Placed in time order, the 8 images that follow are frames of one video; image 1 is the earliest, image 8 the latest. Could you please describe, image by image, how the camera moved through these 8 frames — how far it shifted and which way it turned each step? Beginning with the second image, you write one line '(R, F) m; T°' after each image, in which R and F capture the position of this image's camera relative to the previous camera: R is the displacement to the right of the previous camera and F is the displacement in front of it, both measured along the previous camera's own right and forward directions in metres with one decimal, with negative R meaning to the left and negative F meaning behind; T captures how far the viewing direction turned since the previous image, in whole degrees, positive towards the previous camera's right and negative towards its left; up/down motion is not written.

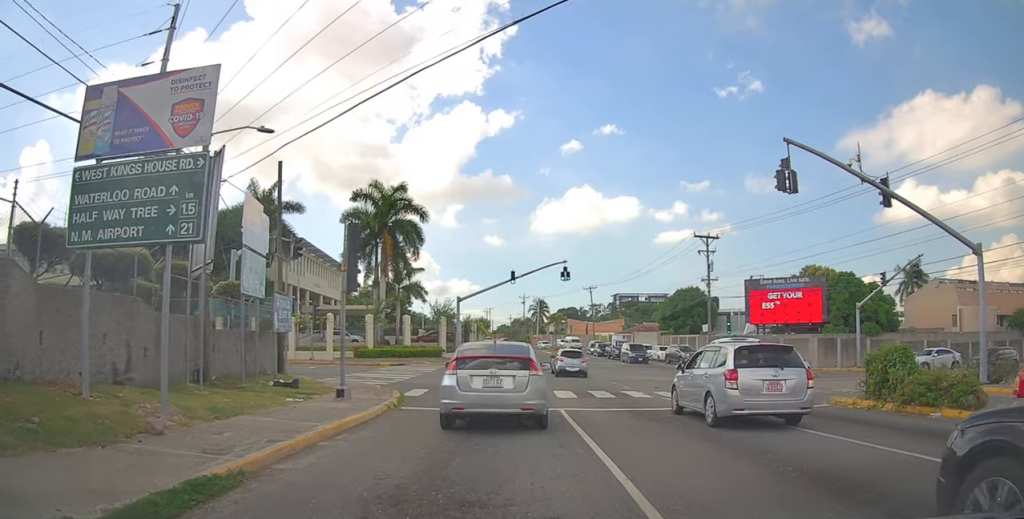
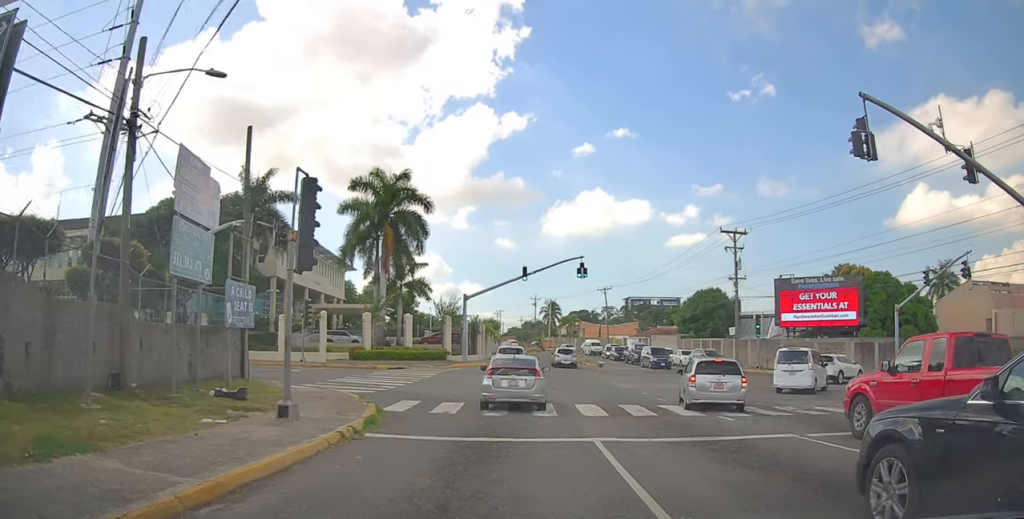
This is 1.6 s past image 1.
(-0.1, +2.8) m; -3°
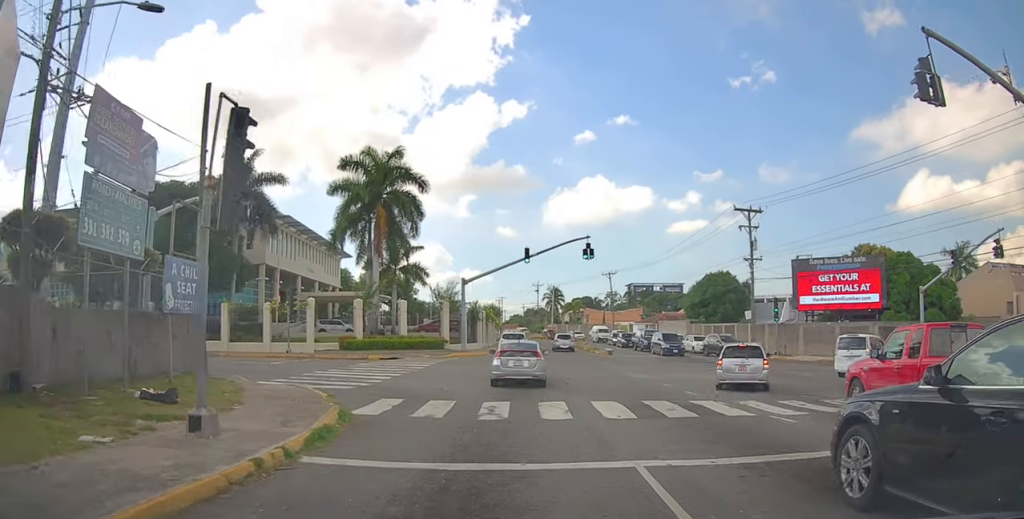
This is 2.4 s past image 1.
(0.0, +2.4) m; -4°
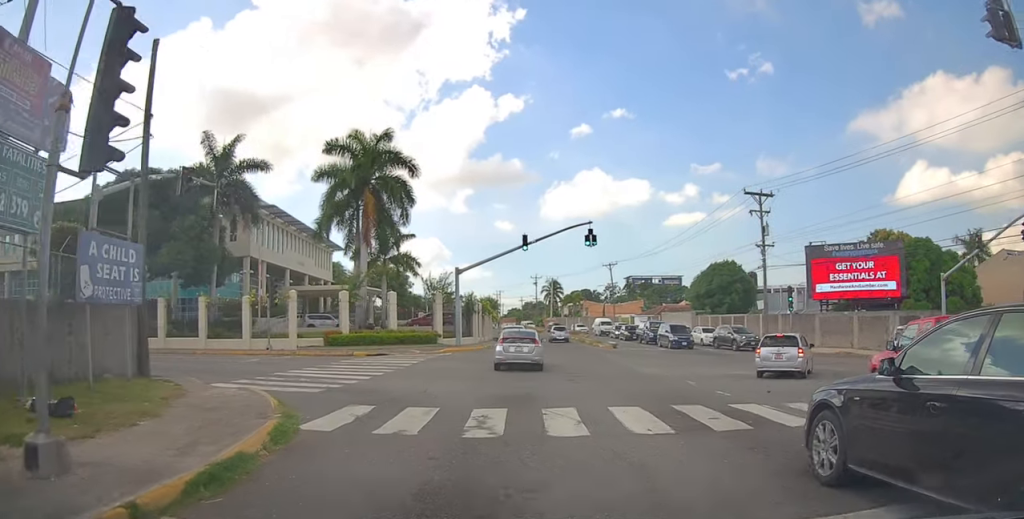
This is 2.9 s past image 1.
(-0.2, +2.4) m; -4°
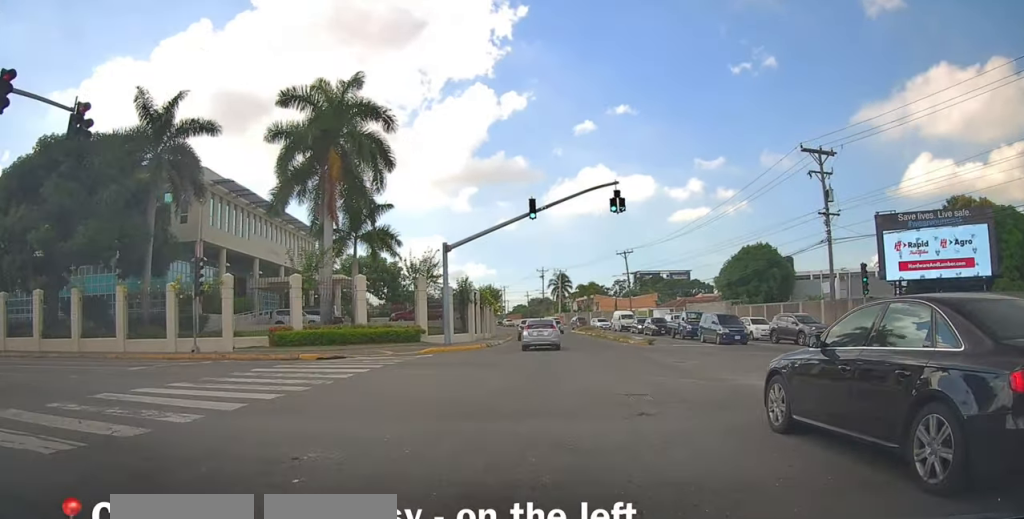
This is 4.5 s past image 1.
(-0.2, +8.3) m; 0°
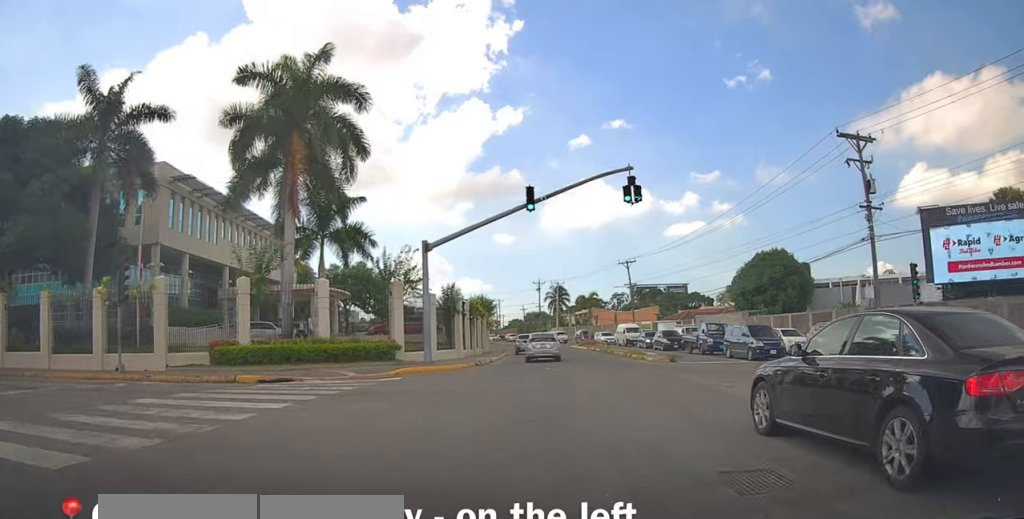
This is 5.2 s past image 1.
(0.0, +4.7) m; +2°
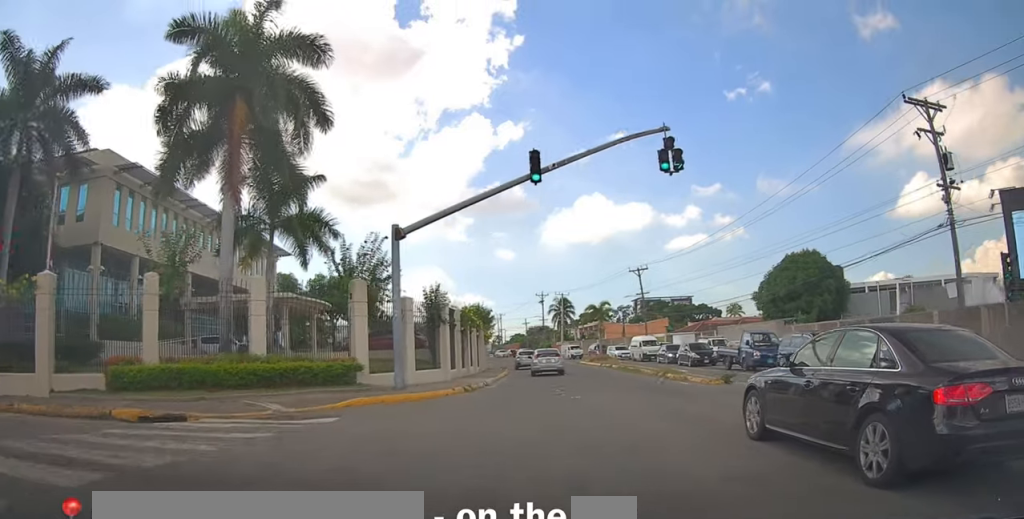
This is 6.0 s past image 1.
(+0.3, +6.0) m; 0°
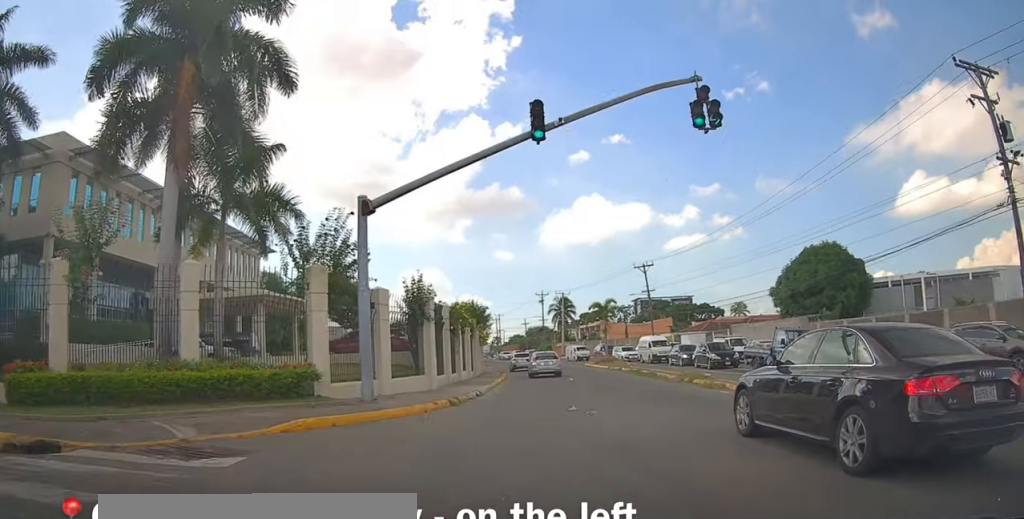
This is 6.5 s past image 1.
(-0.1, +3.9) m; 0°
